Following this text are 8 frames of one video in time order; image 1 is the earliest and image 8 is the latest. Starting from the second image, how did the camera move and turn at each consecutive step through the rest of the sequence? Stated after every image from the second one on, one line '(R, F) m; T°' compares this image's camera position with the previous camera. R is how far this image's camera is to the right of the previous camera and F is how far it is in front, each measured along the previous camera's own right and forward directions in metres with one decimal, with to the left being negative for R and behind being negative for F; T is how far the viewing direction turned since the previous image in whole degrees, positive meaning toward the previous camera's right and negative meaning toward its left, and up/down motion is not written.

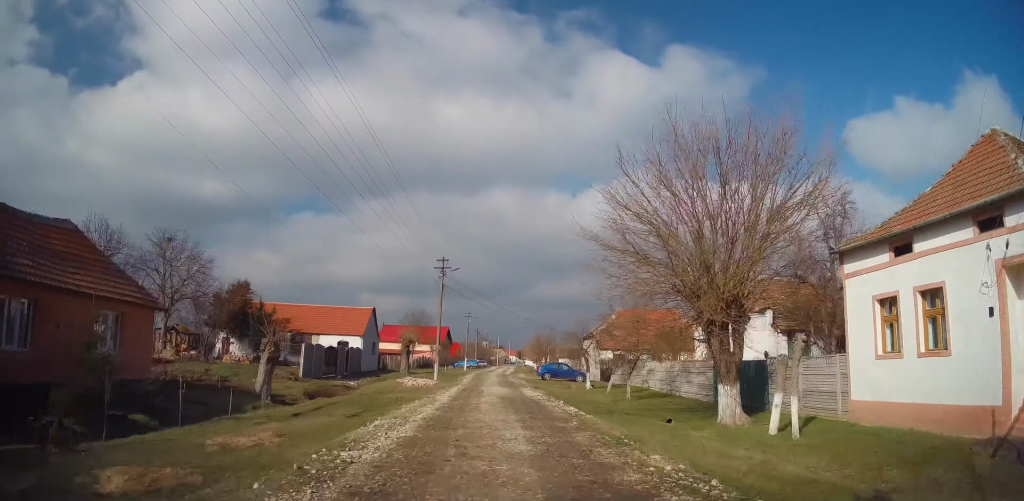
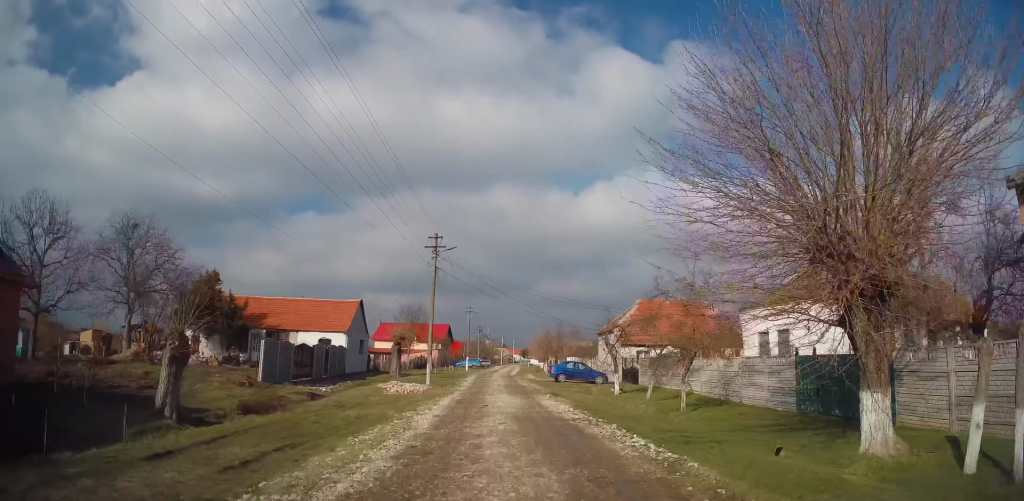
(0.0, +6.3) m; 0°
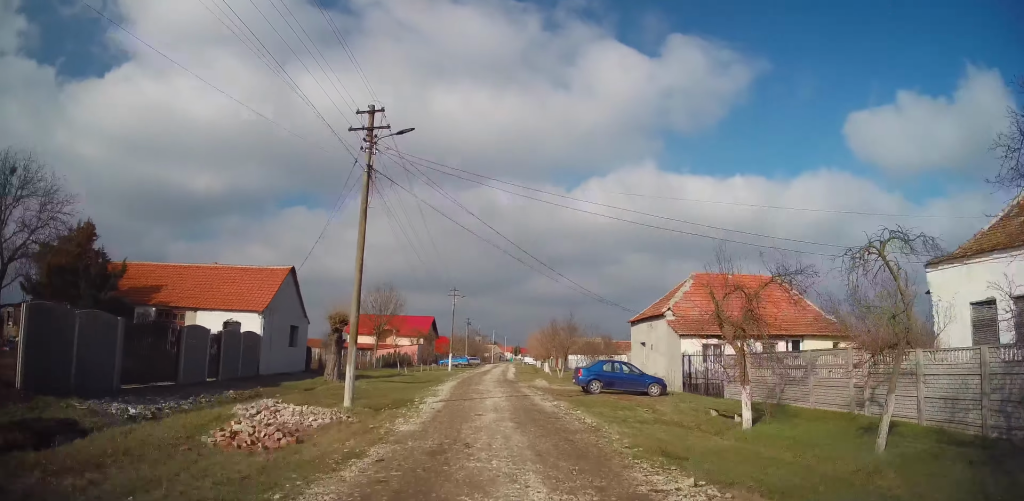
(+0.1, +14.0) m; +4°
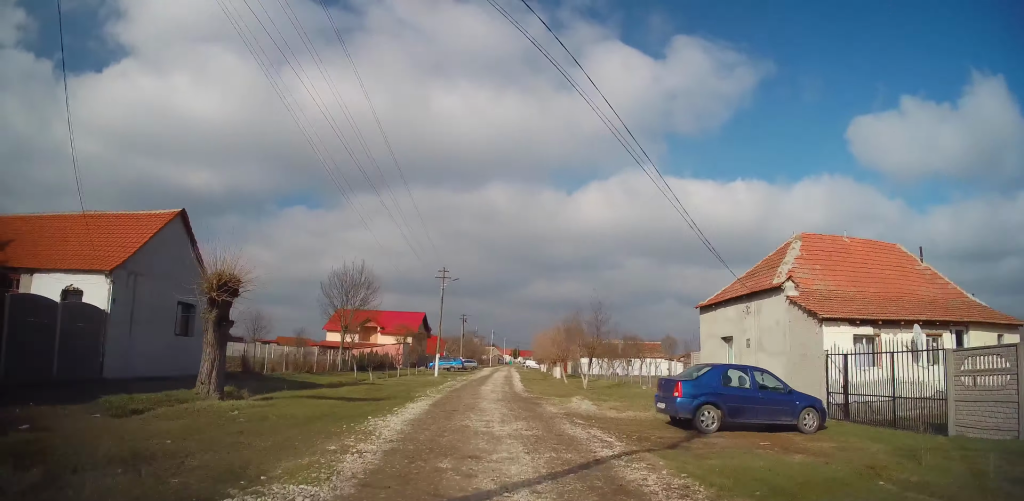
(+0.2, +11.5) m; -1°
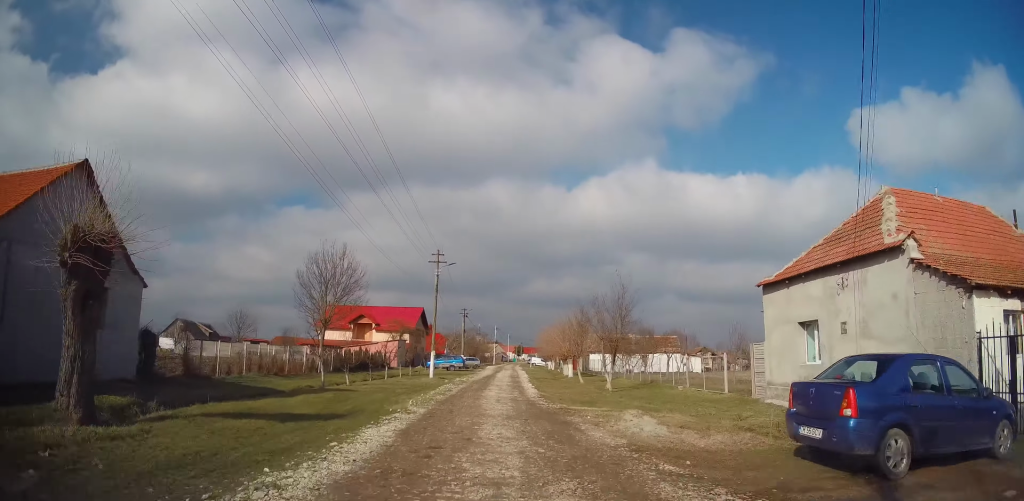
(-0.2, +5.4) m; -1°
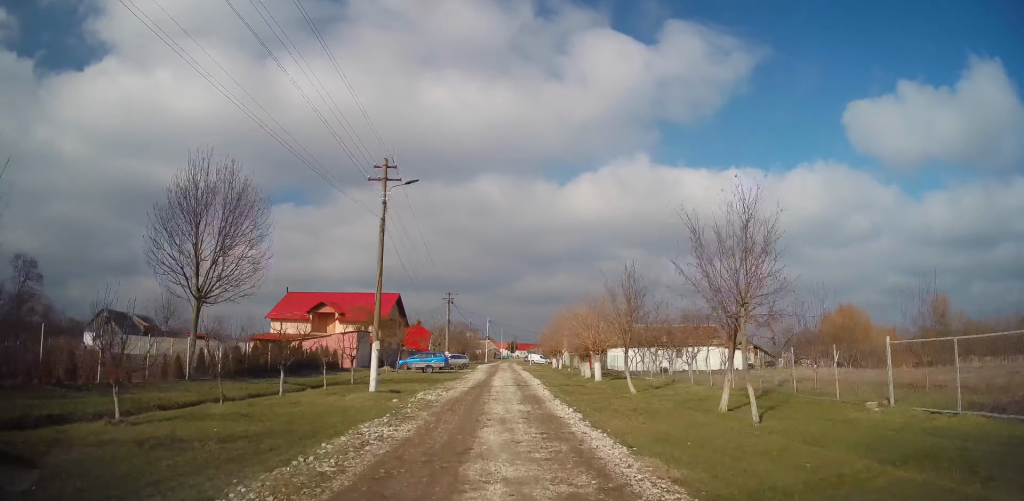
(0.0, +14.7) m; 0°
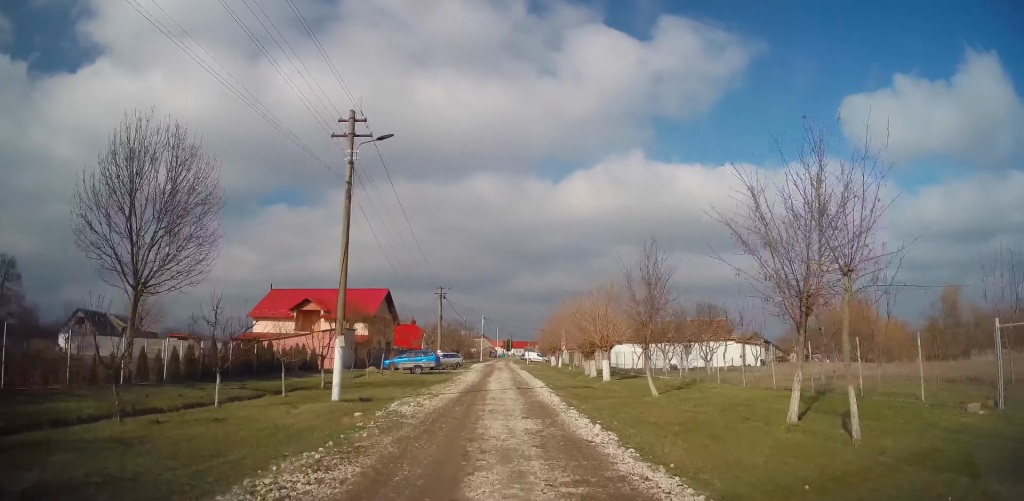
(0.0, +3.6) m; +1°
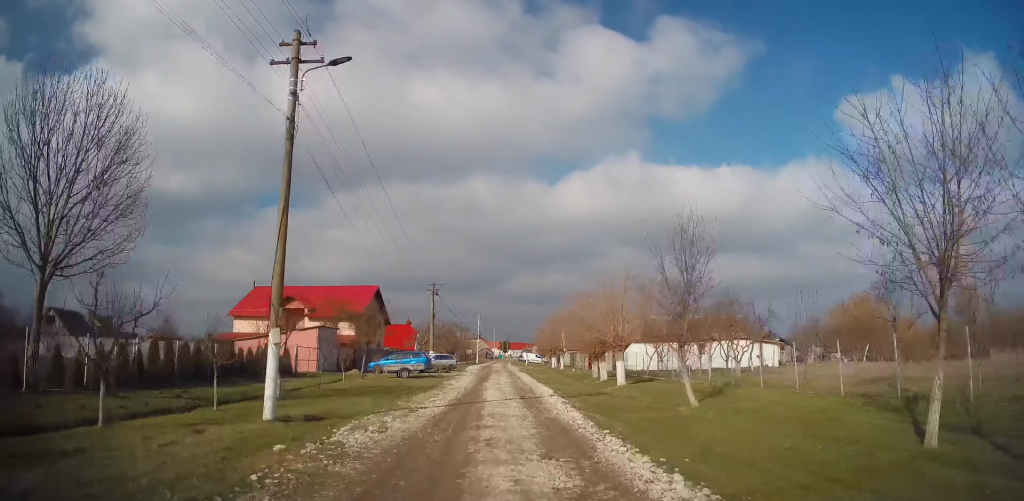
(0.0, +4.1) m; +1°
